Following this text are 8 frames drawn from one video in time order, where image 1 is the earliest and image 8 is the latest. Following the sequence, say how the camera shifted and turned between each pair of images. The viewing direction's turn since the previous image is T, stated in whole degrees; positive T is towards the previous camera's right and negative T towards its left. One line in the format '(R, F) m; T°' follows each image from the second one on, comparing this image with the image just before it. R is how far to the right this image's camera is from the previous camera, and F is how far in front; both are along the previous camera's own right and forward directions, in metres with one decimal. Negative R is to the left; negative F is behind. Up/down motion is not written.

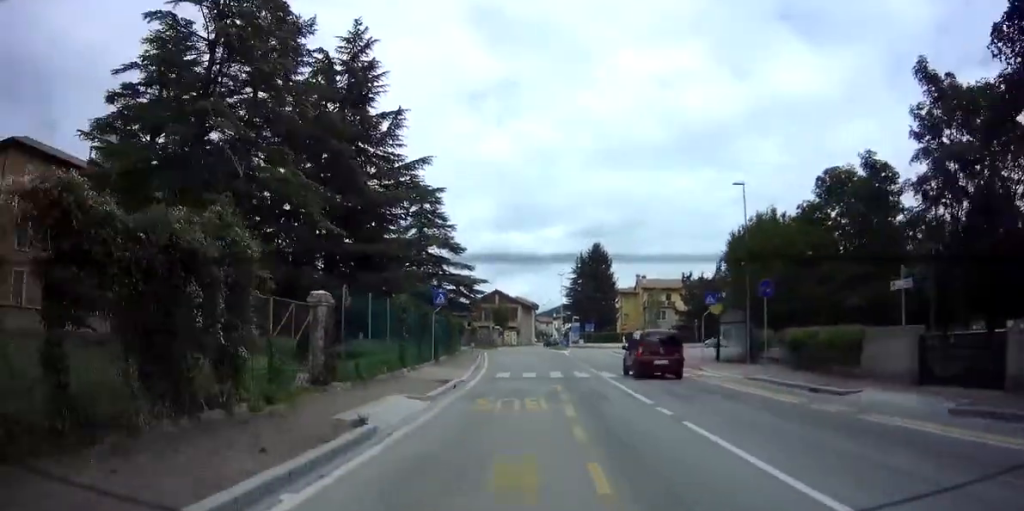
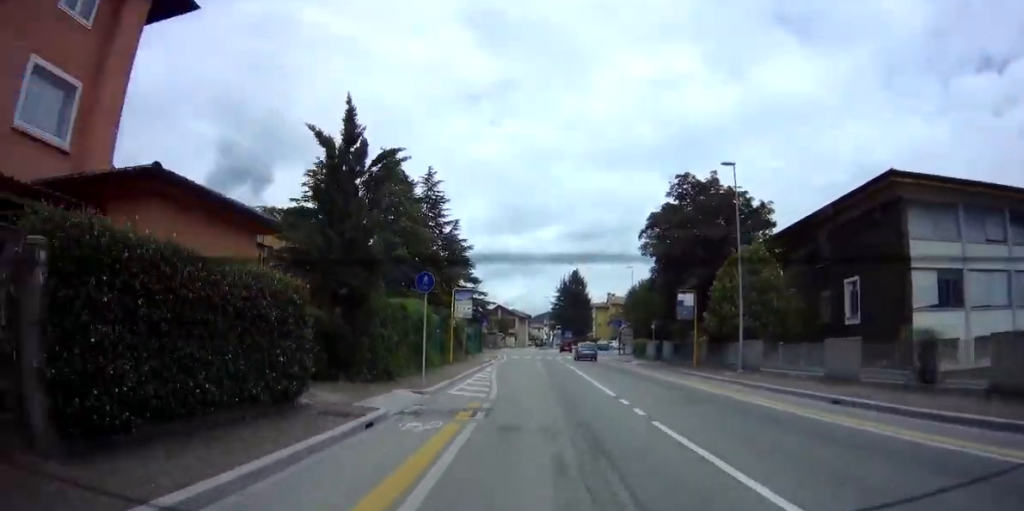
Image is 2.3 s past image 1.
(+0.4, +30.6) m; +2°
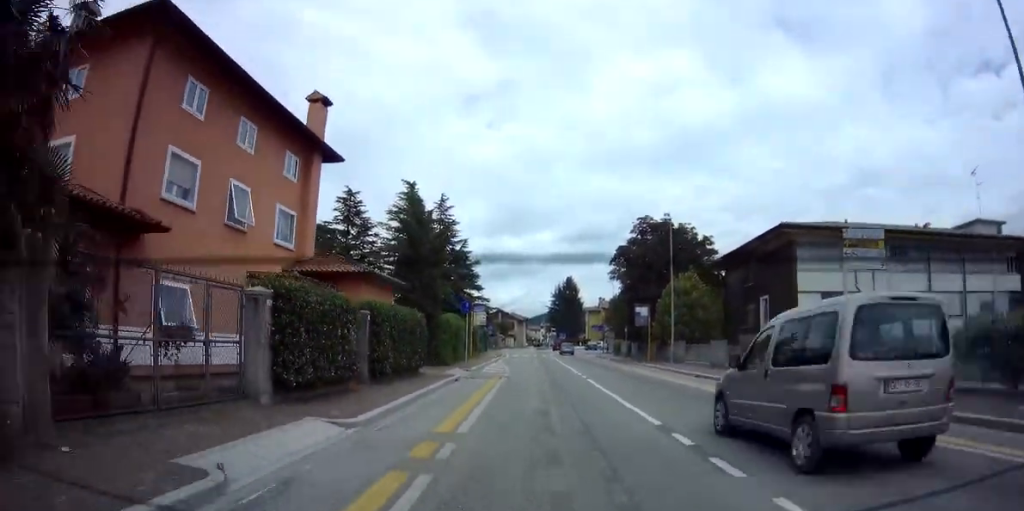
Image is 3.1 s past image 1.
(+0.3, +11.4) m; 0°
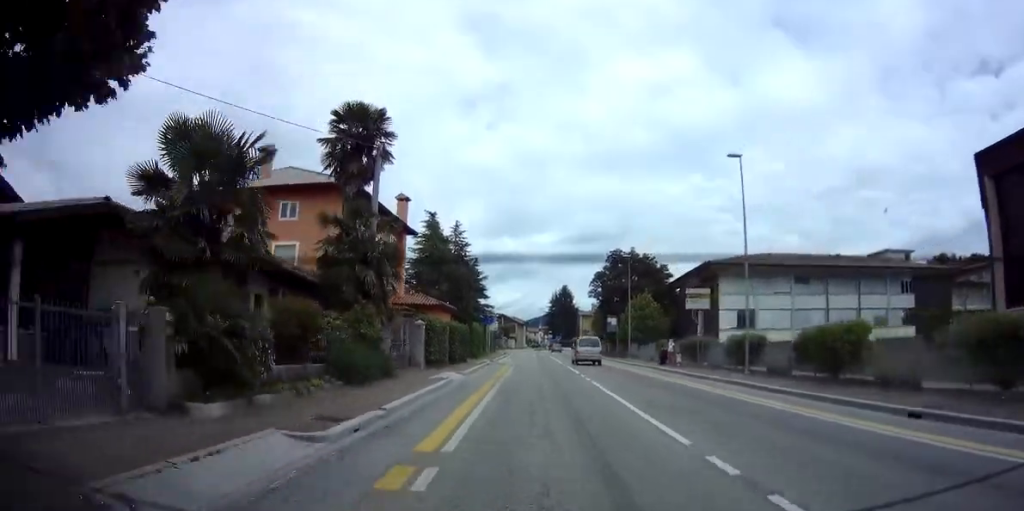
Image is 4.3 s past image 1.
(-0.4, +15.7) m; -1°
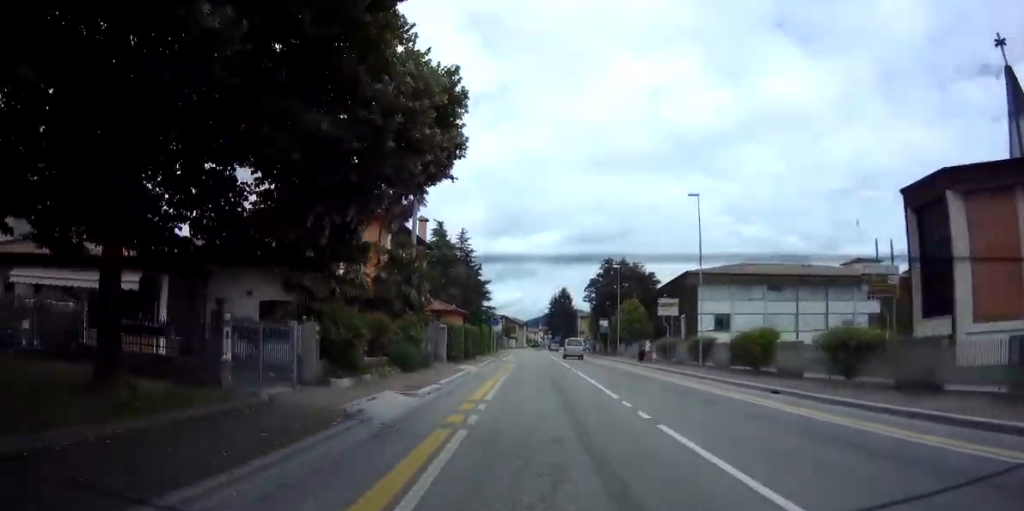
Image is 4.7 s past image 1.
(0.0, +6.4) m; 0°
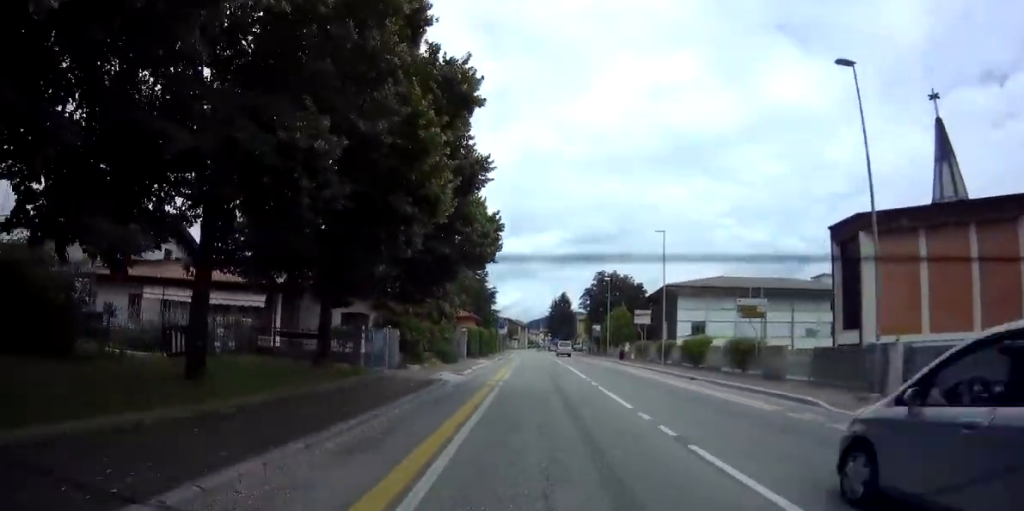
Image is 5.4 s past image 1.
(0.0, +8.8) m; 0°
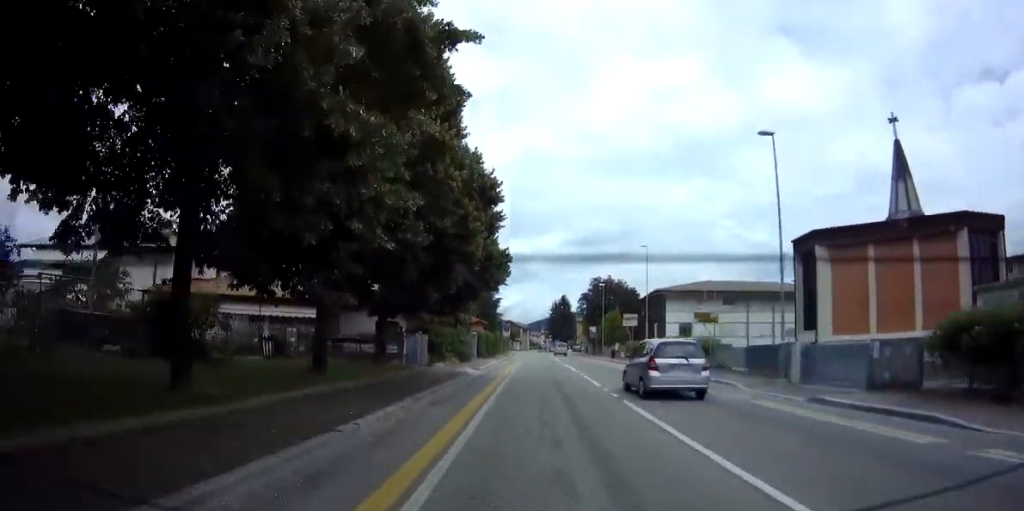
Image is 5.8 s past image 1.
(0.0, +6.0) m; 0°
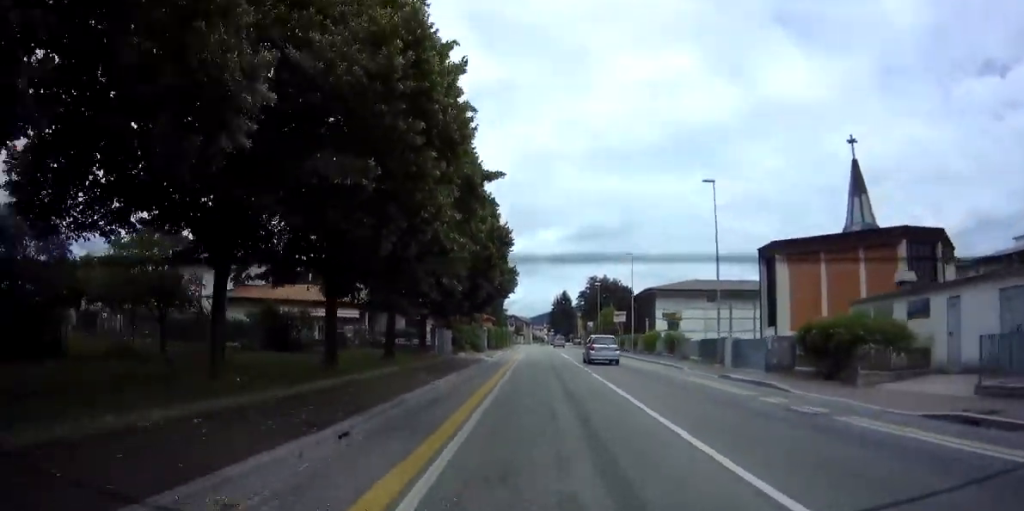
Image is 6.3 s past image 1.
(0.0, +7.4) m; 0°
